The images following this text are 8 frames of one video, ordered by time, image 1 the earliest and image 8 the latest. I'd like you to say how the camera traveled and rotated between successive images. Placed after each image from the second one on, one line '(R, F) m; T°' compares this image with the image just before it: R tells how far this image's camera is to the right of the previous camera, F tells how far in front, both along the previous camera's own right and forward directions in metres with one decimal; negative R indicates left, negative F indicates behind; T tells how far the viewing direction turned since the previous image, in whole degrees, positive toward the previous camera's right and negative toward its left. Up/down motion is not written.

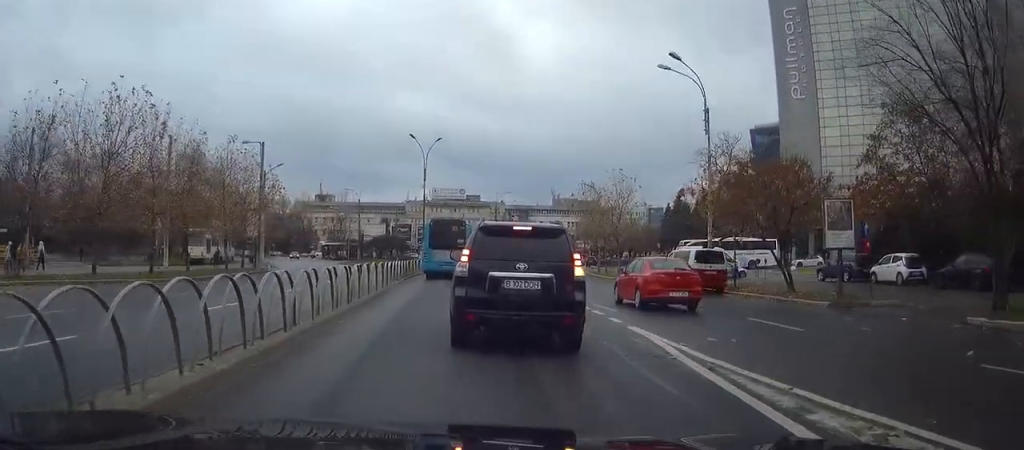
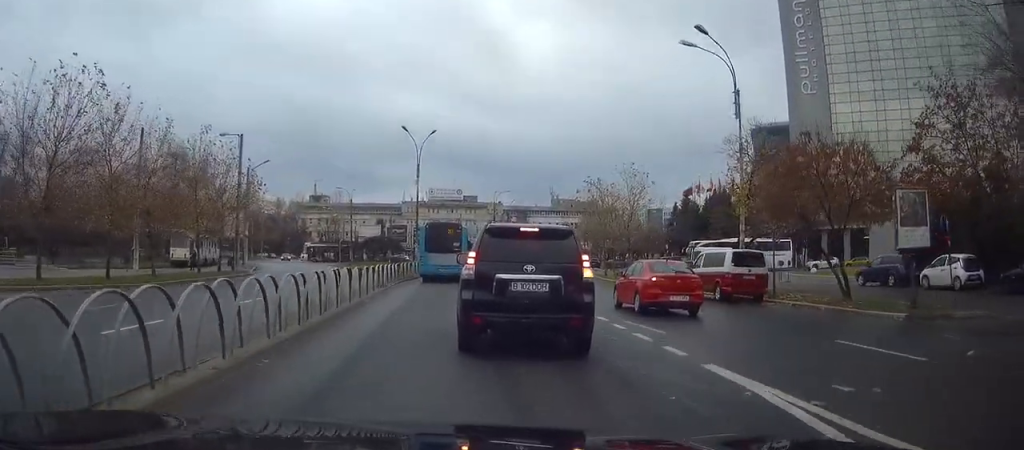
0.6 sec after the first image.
(-0.1, +4.9) m; 0°
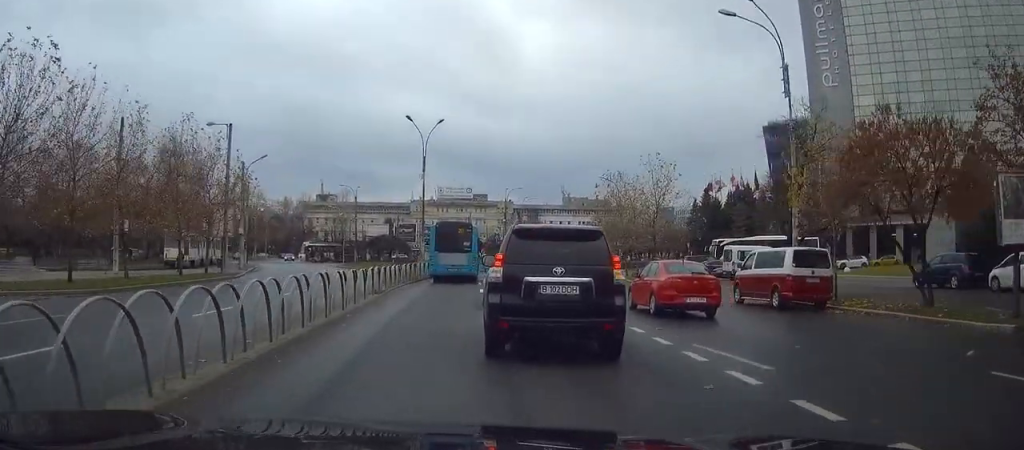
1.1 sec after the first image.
(+0.1, +4.6) m; 0°
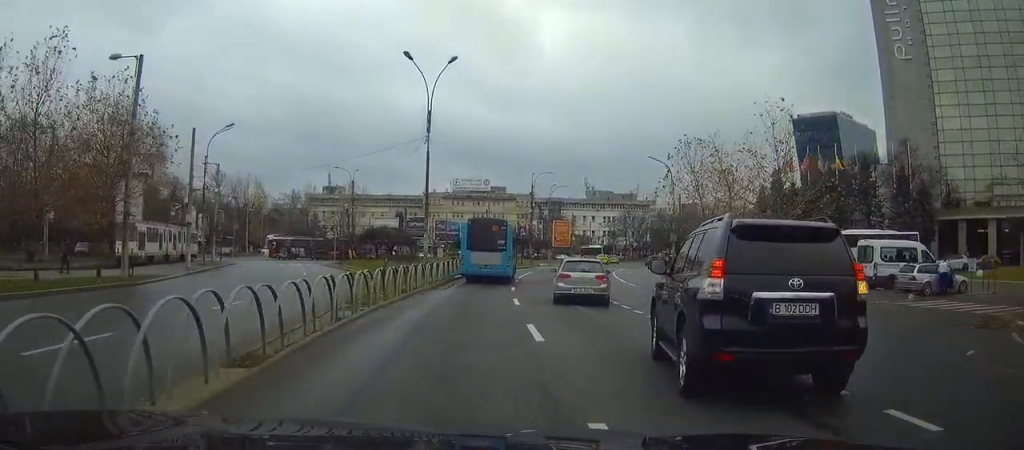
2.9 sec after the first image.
(-0.2, +16.2) m; -1°
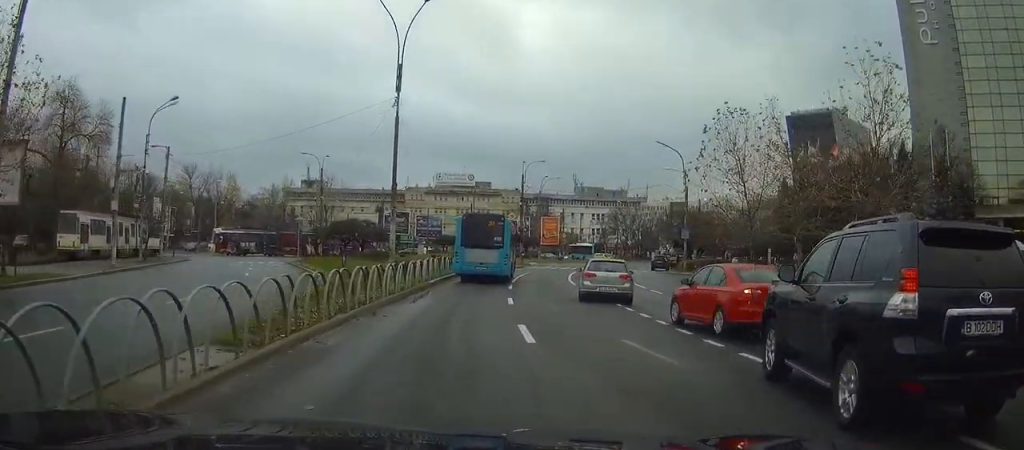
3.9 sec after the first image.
(+0.1, +8.9) m; +1°
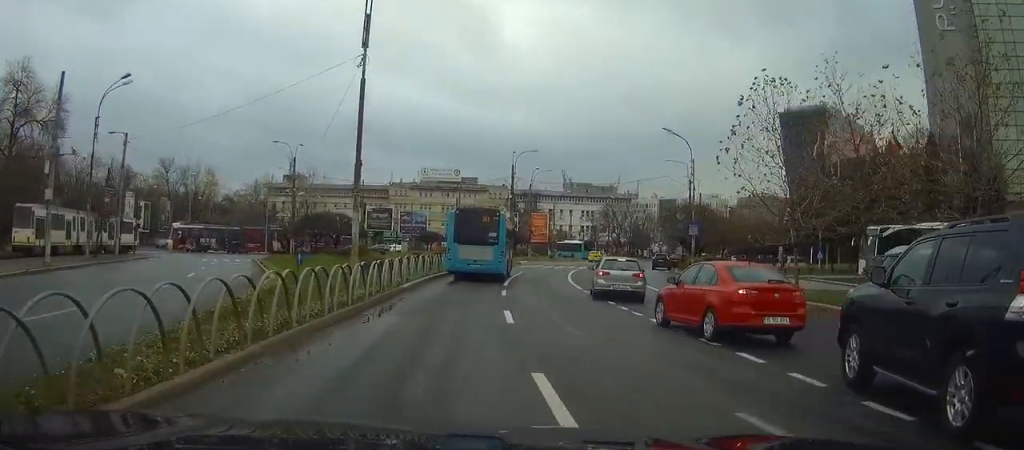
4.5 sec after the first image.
(0.0, +6.0) m; +1°
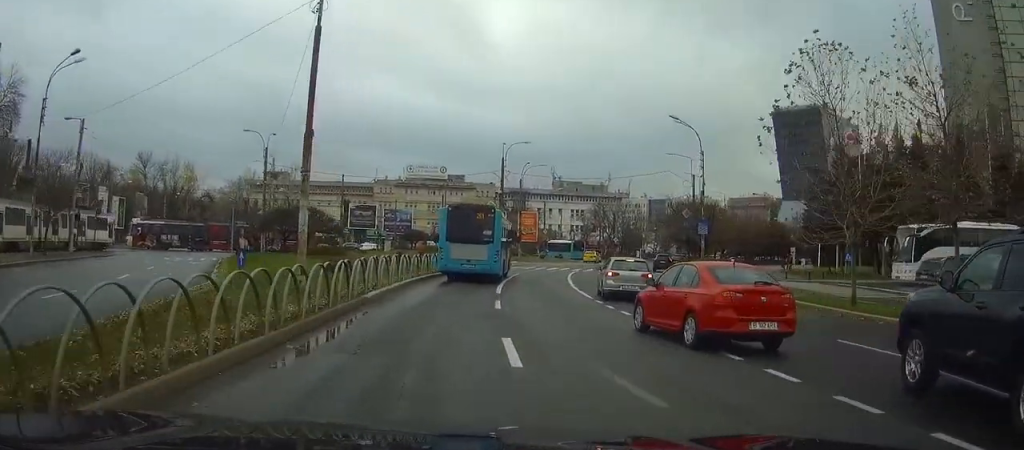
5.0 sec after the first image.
(+0.1, +5.5) m; +1°
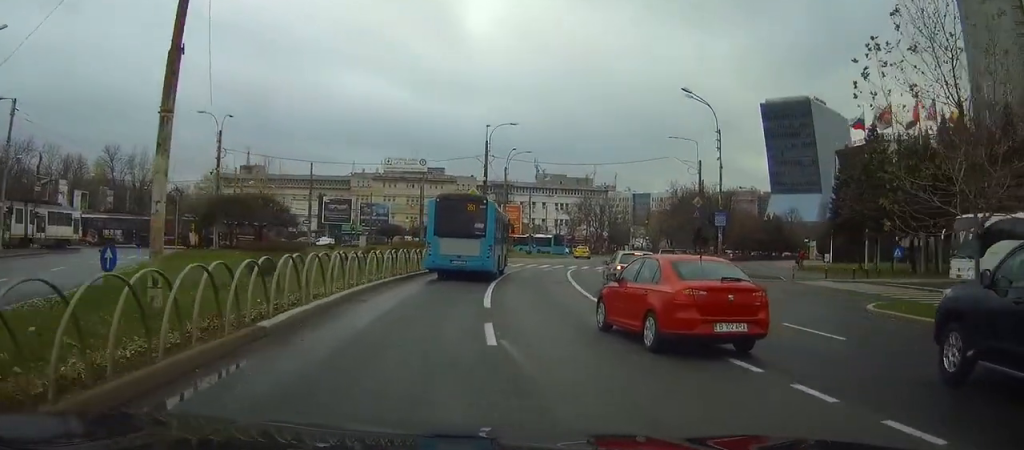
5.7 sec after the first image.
(+0.1, +7.5) m; +2°
